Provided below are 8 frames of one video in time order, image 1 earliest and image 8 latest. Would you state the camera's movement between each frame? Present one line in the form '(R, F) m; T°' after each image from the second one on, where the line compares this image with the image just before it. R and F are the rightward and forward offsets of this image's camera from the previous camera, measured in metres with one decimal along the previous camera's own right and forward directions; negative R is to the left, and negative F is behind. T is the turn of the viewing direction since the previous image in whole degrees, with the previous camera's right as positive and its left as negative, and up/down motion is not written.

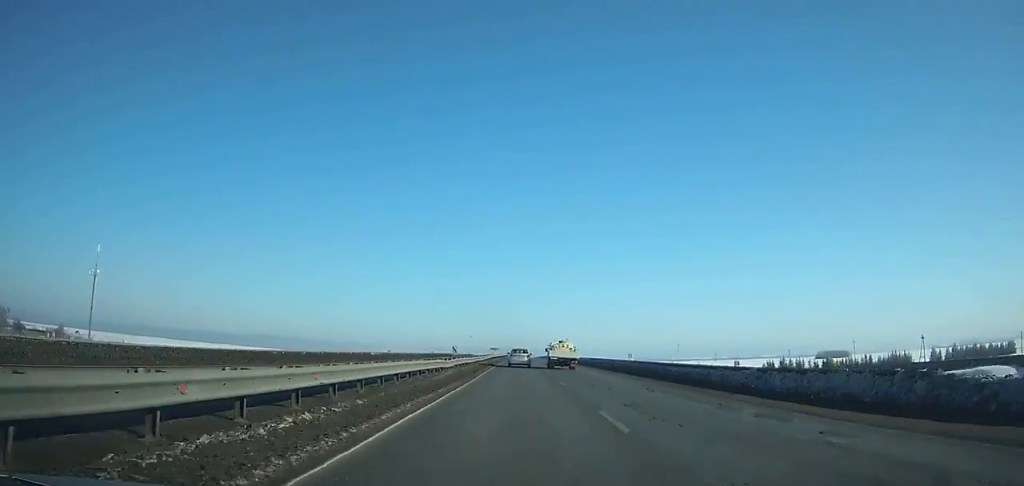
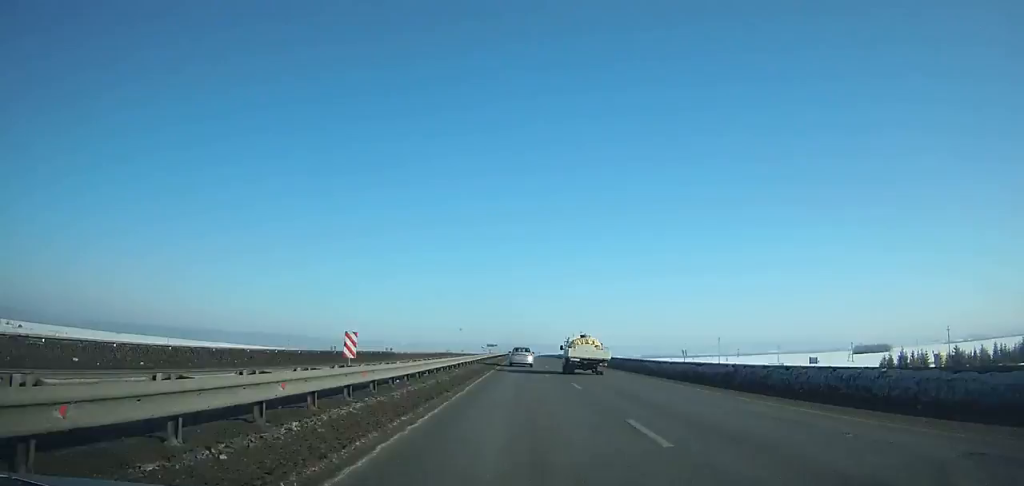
(0.0, +62.3) m; 0°
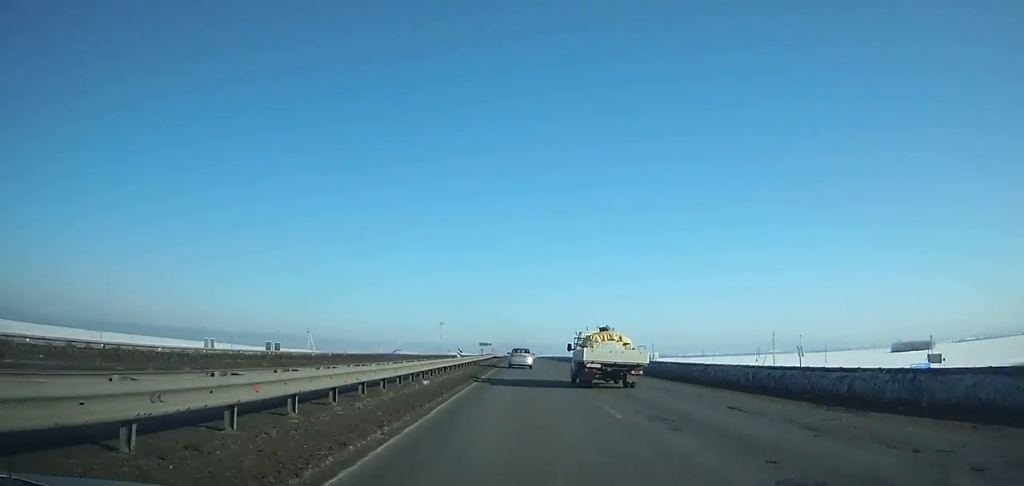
(0.0, +57.3) m; 0°
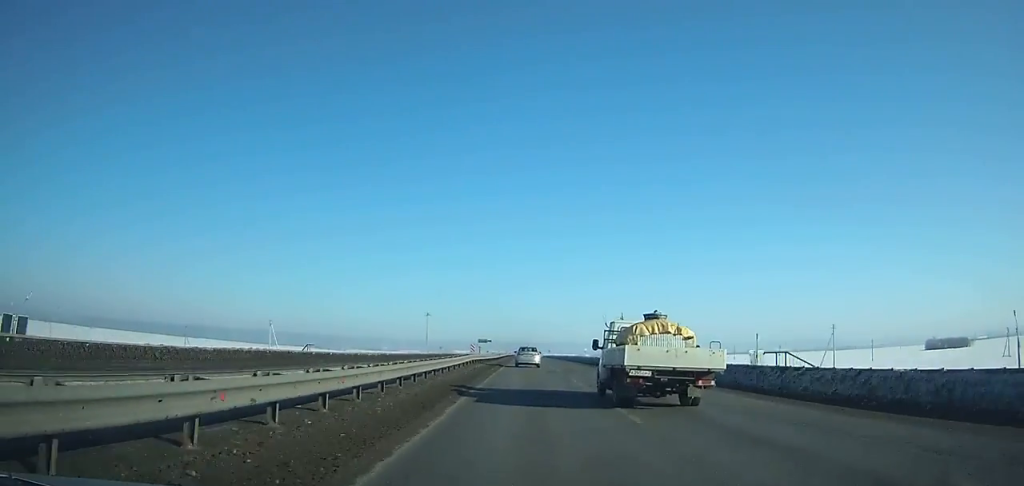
(0.0, +37.3) m; 0°
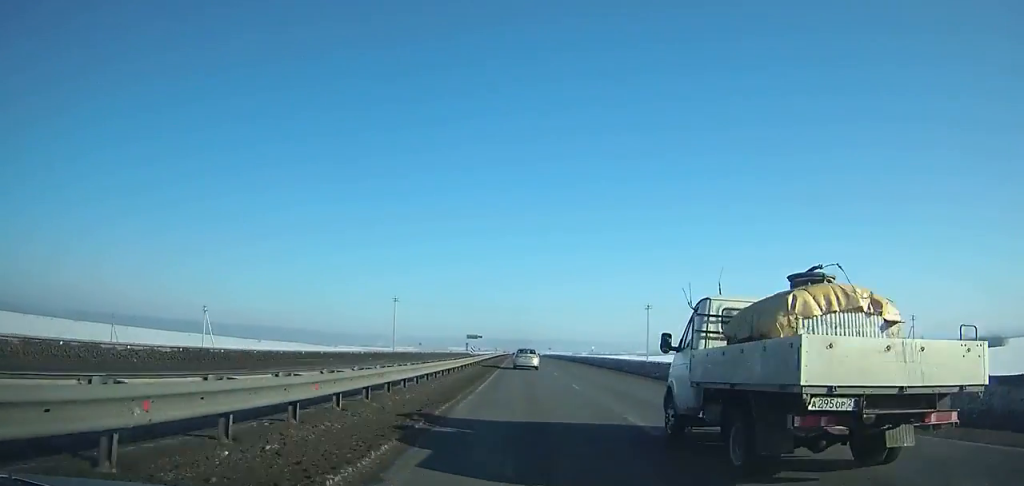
(0.0, +37.7) m; 0°
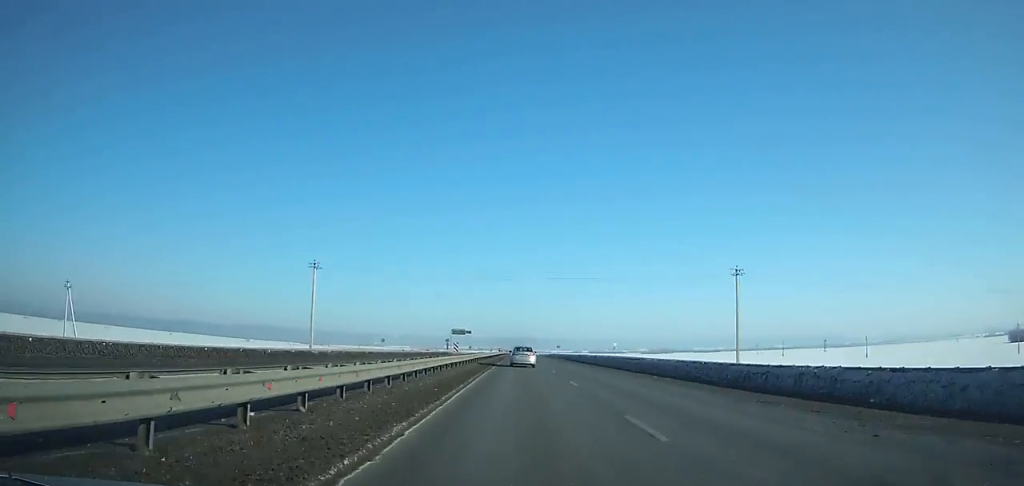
(0.0, +49.5) m; 0°
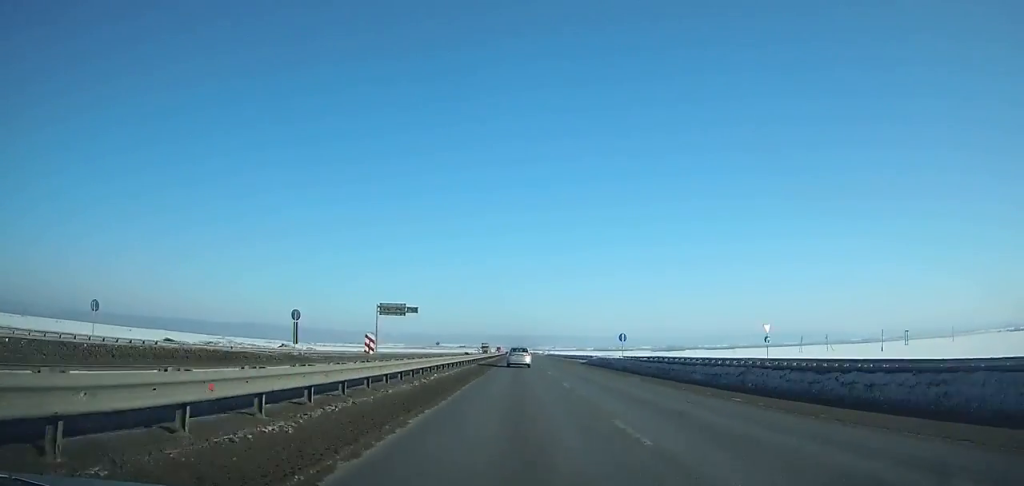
(+0.2, +96.9) m; 0°
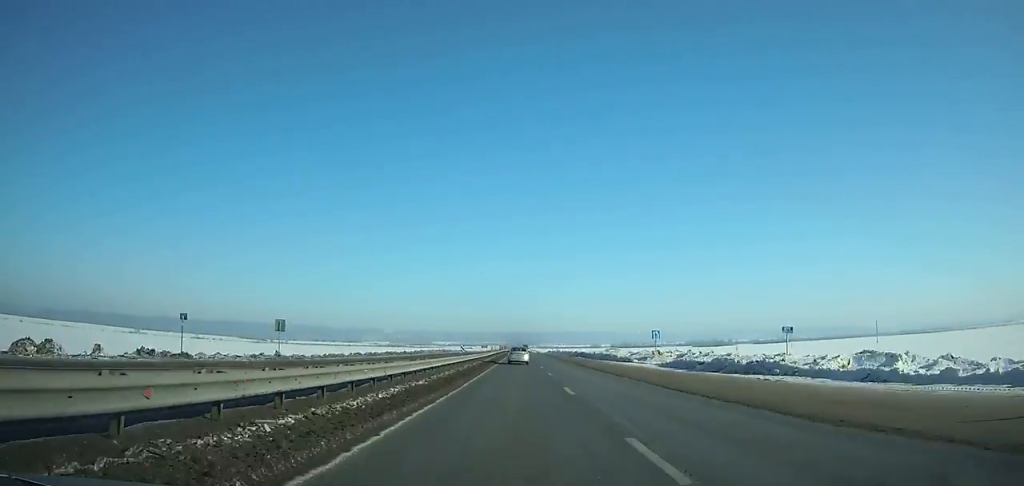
(-0.3, +254.4) m; 0°
